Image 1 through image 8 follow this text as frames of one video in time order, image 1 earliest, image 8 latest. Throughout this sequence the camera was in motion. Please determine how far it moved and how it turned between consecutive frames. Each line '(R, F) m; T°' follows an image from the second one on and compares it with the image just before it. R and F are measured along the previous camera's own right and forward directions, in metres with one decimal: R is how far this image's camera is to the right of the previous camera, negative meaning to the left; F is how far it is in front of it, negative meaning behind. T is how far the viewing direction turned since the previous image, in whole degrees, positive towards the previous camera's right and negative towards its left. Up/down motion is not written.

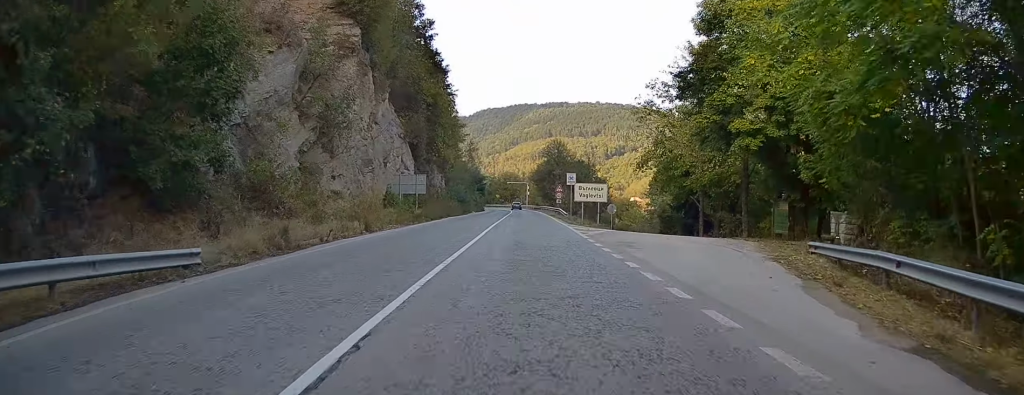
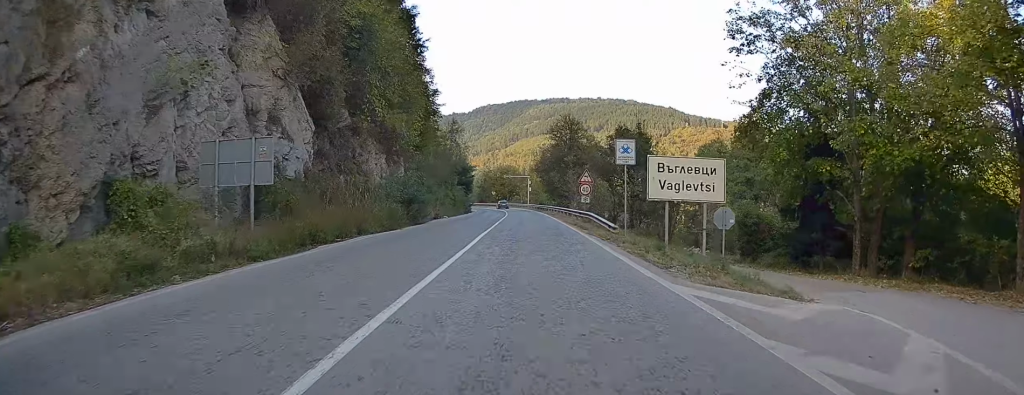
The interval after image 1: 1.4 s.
(+0.3, +27.7) m; 0°
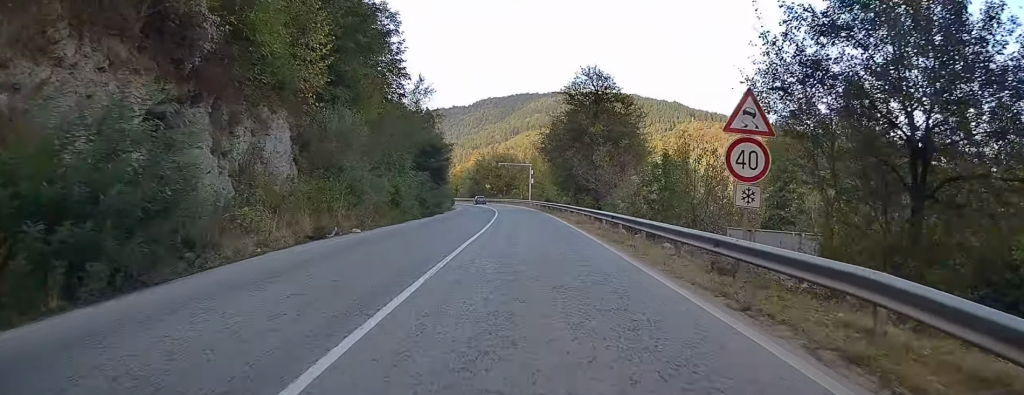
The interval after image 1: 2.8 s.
(-0.3, +27.5) m; -1°
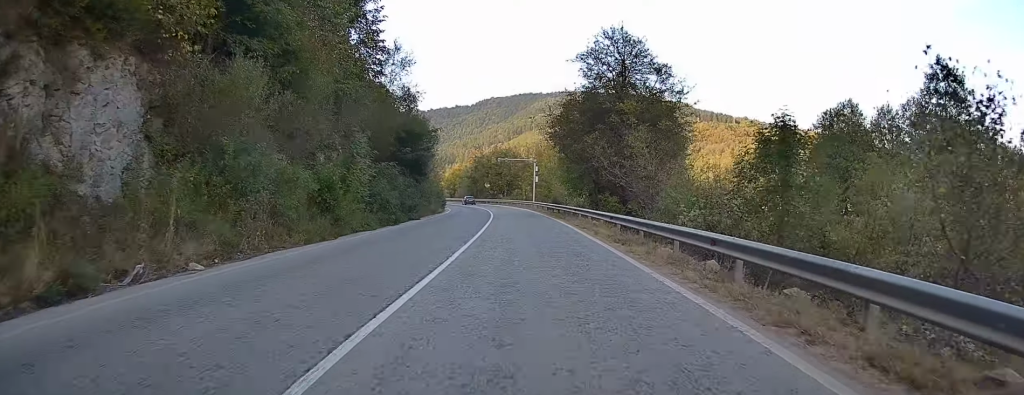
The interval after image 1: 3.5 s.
(-0.1, +12.3) m; 0°
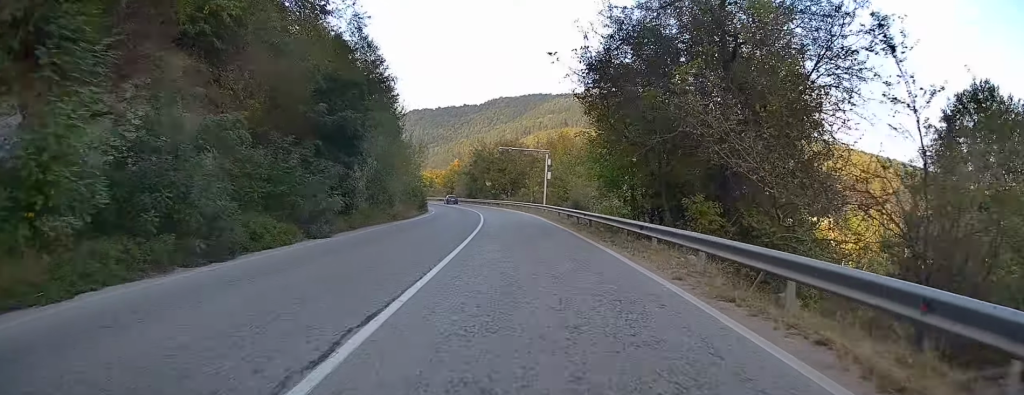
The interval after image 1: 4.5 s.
(+0.1, +18.5) m; 0°
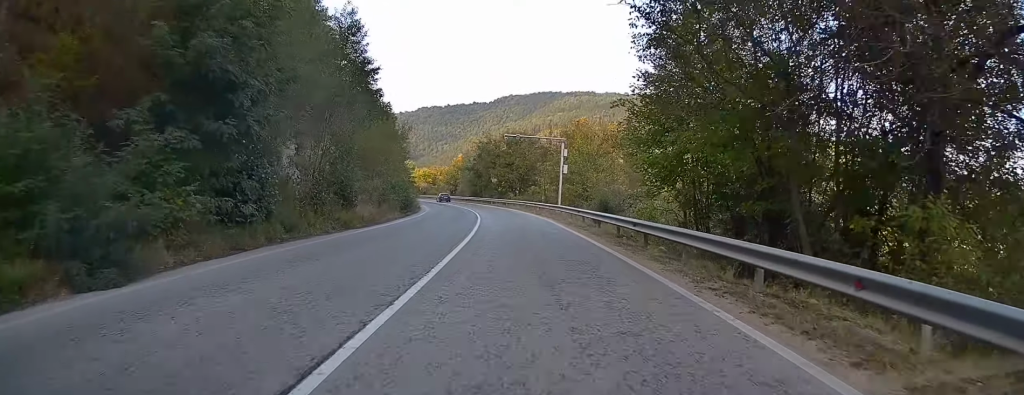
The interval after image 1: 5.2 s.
(0.0, +11.0) m; 0°
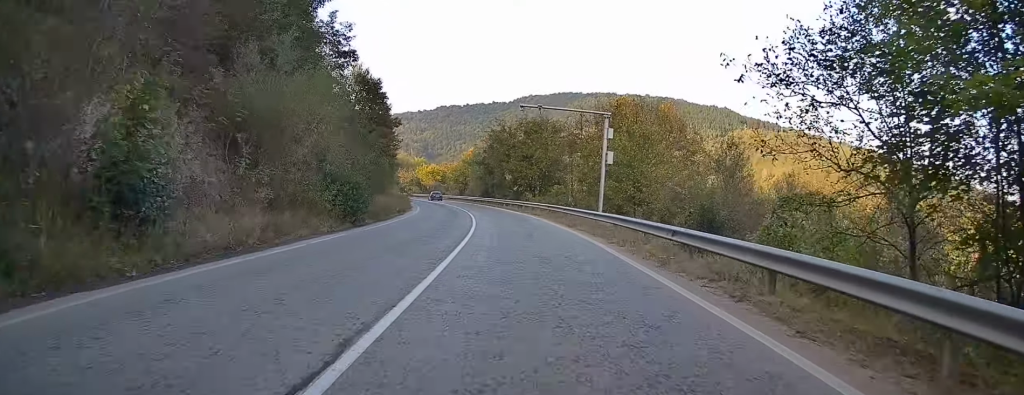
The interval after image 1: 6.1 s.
(-0.2, +16.5) m; -1°
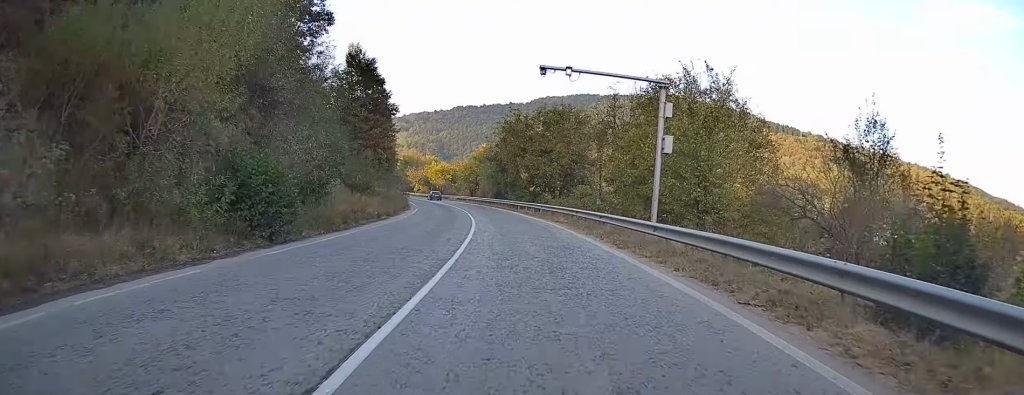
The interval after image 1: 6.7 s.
(0.0, +10.1) m; -1°
